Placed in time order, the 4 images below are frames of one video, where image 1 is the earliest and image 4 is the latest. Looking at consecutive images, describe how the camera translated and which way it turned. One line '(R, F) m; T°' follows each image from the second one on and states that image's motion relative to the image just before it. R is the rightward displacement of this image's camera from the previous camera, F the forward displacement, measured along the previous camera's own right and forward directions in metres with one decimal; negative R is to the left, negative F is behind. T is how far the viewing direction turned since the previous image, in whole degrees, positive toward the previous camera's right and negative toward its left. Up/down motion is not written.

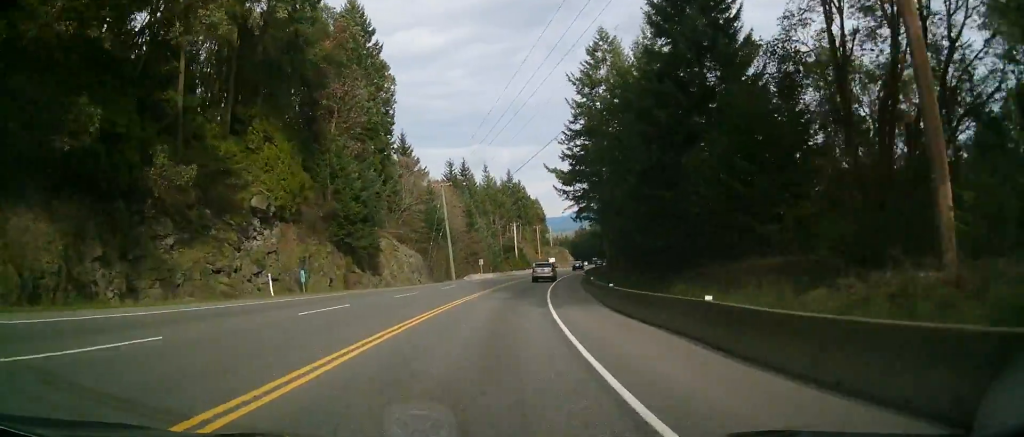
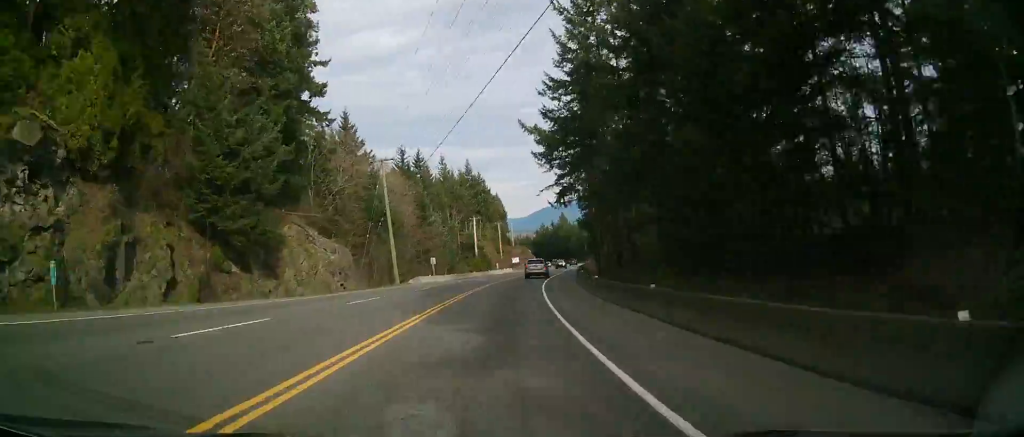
(+0.9, +19.1) m; +4°
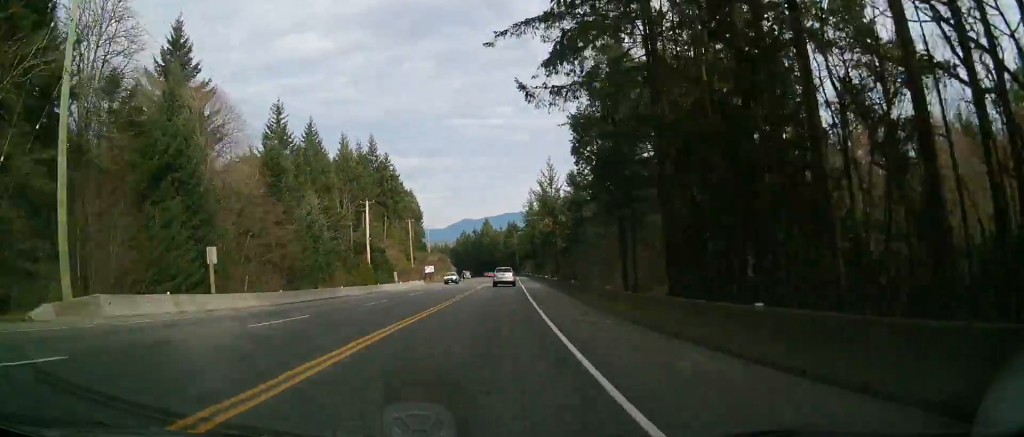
(+2.9, +44.5) m; +8°
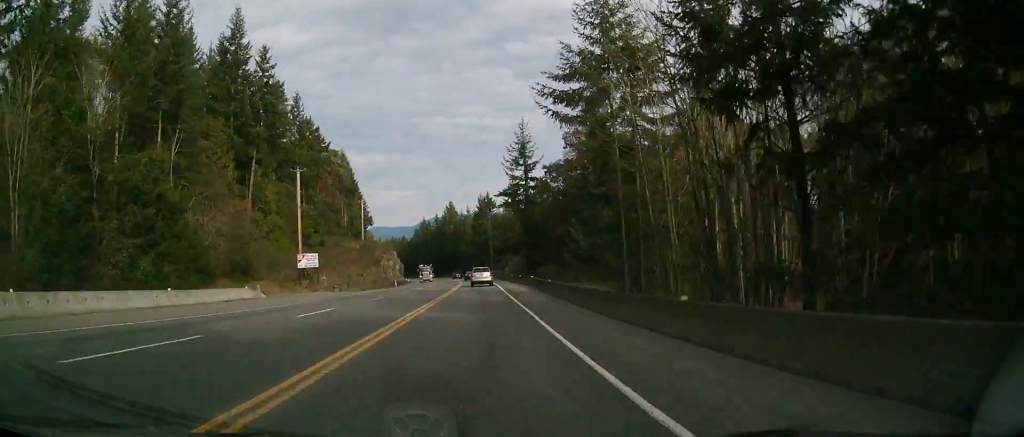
(+7.8, +69.7) m; +8°
